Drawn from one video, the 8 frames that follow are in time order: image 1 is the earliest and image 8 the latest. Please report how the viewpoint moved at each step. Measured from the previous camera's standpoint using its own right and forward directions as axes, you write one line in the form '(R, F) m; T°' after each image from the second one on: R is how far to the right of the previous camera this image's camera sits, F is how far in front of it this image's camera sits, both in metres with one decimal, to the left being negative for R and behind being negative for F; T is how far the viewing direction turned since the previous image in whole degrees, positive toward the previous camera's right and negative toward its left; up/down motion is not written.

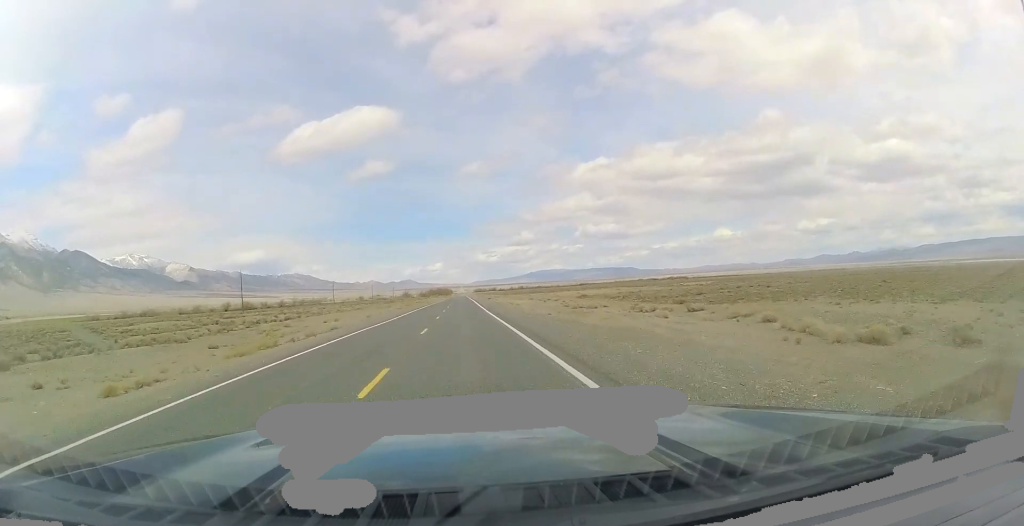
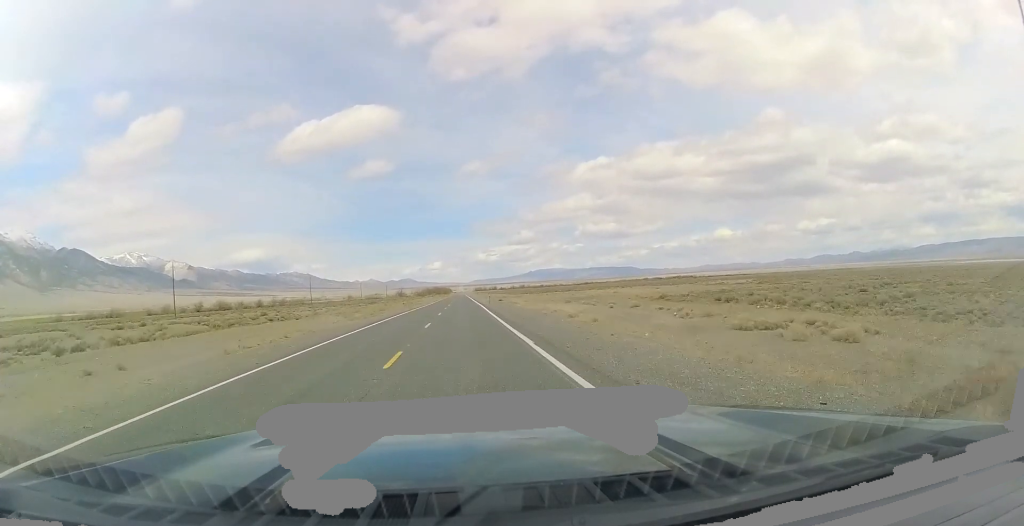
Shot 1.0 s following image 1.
(+0.4, +37.2) m; 0°
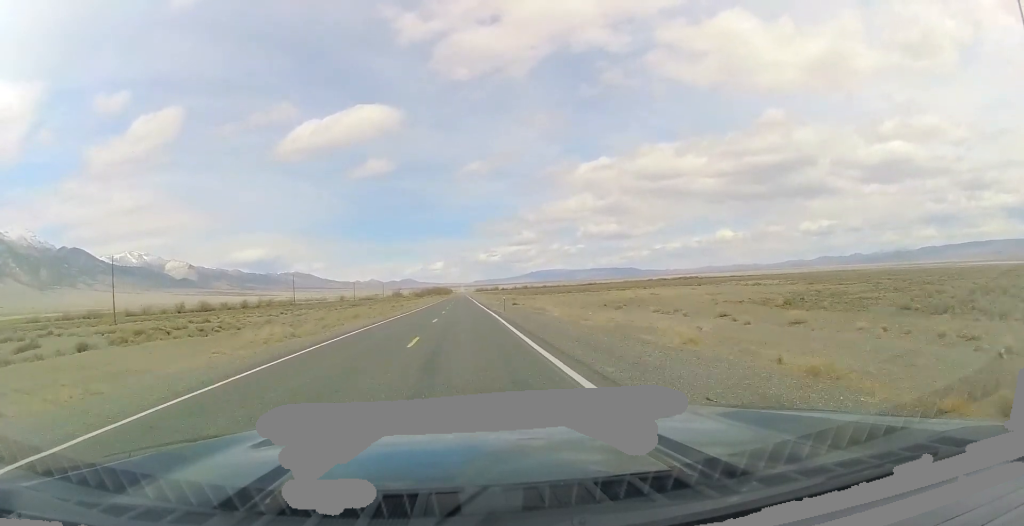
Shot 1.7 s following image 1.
(-0.2, +22.7) m; 0°
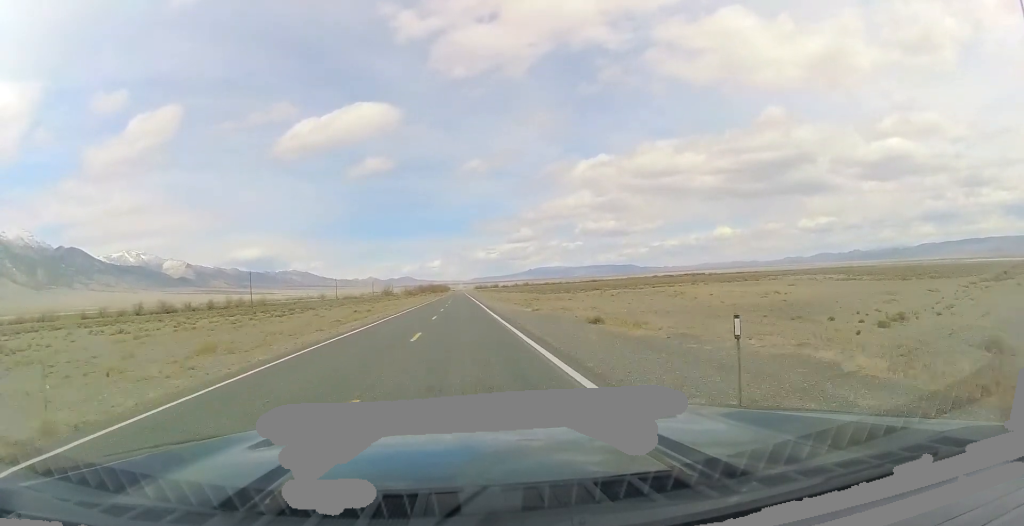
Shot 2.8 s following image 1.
(+0.4, +39.3) m; +1°
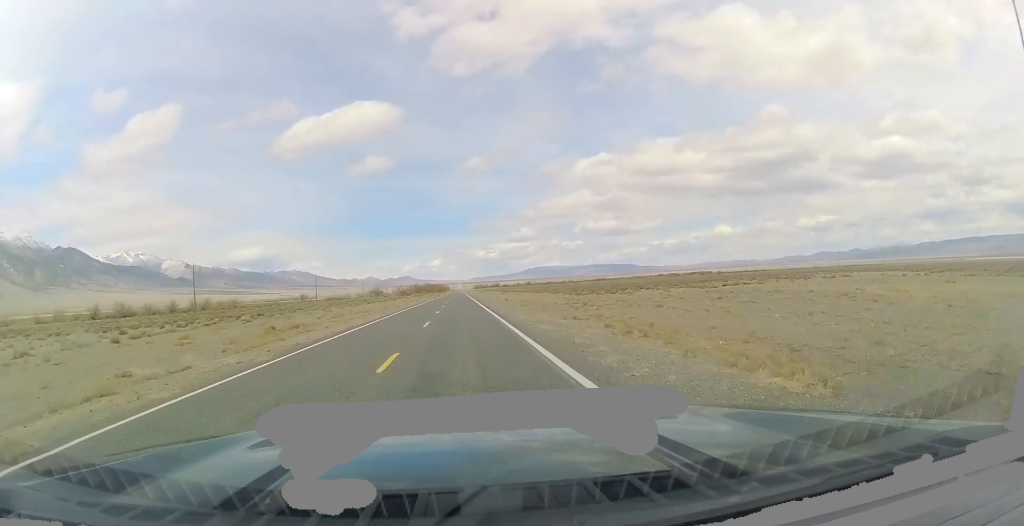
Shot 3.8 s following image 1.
(-0.1, +34.9) m; -1°
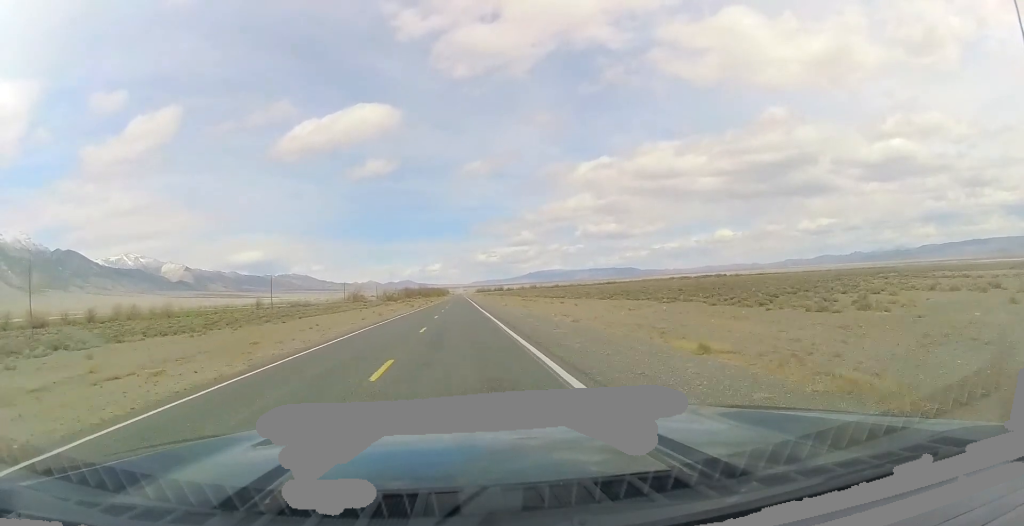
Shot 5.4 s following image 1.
(-0.6, +55.0) m; 0°
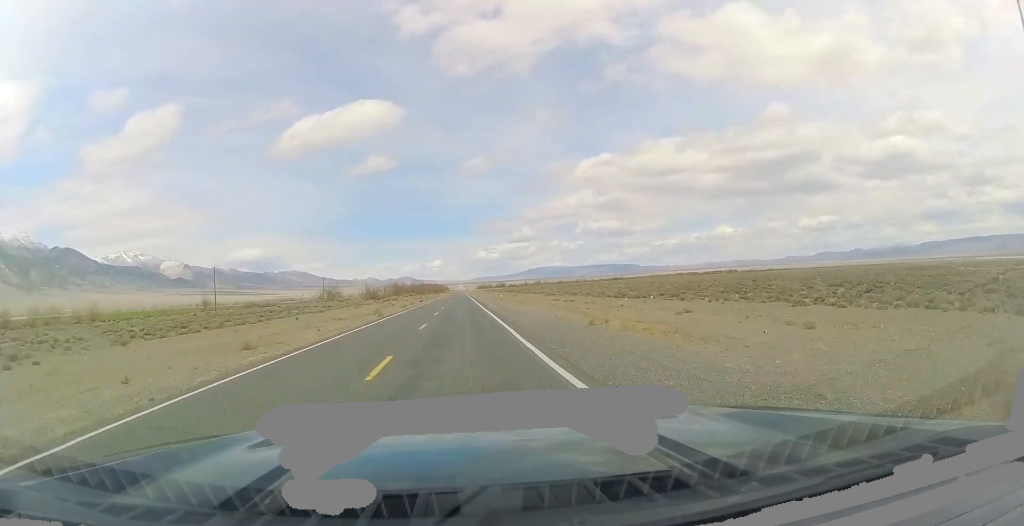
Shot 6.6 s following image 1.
(-0.1, +40.7) m; 0°
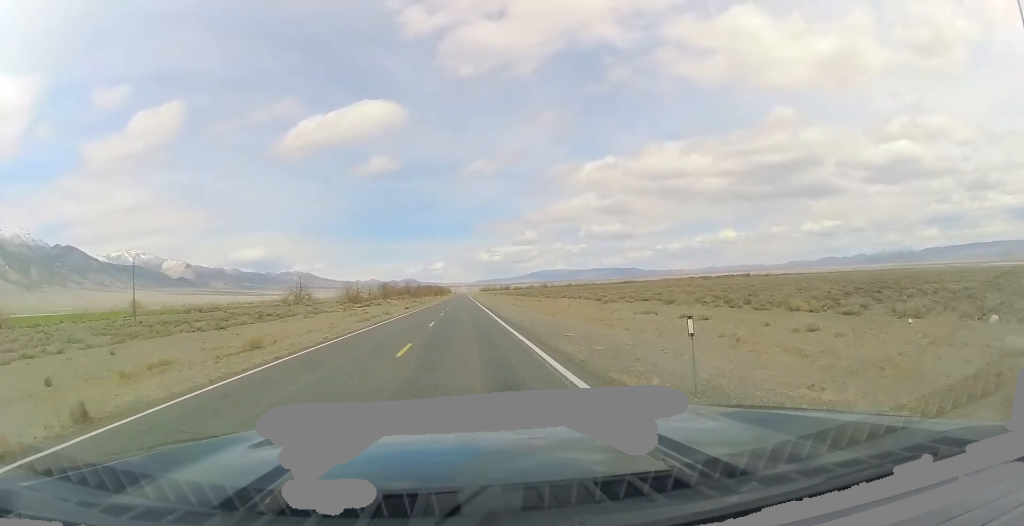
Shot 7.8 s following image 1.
(+0.4, +36.9) m; +1°
